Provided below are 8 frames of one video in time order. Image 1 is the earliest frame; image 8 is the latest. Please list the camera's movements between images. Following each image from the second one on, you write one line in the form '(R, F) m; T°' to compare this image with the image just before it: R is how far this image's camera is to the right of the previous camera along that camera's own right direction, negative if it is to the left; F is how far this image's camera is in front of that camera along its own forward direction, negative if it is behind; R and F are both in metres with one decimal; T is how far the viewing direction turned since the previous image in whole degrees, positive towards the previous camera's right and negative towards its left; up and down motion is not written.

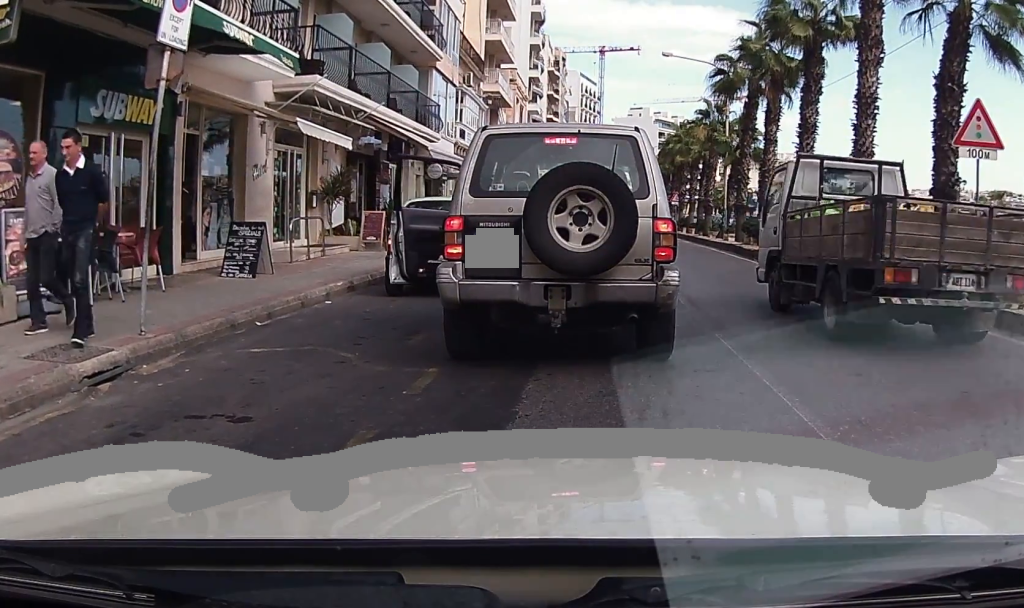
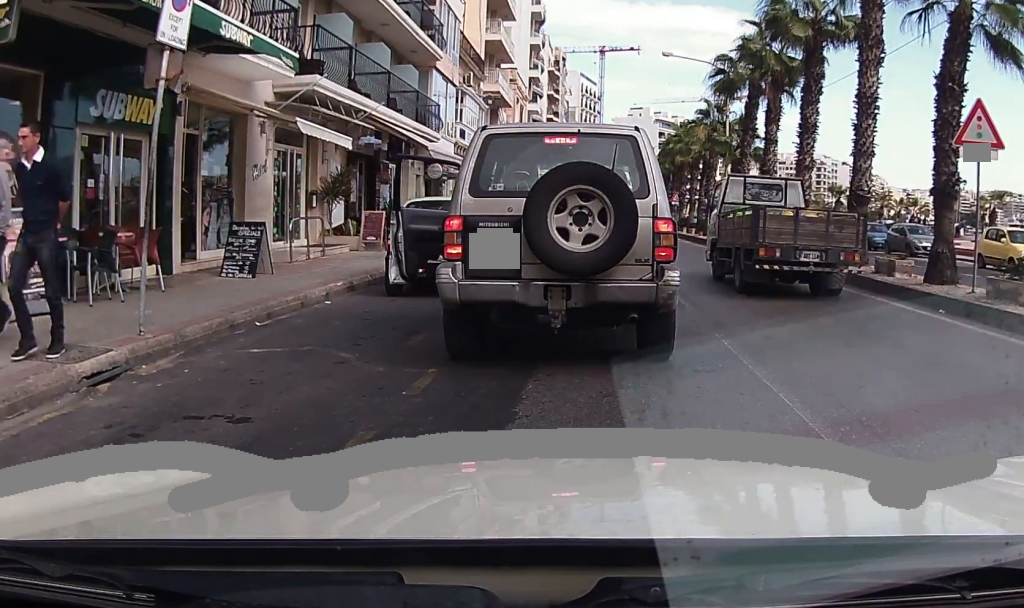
(-0.1, +0.1) m; 0°
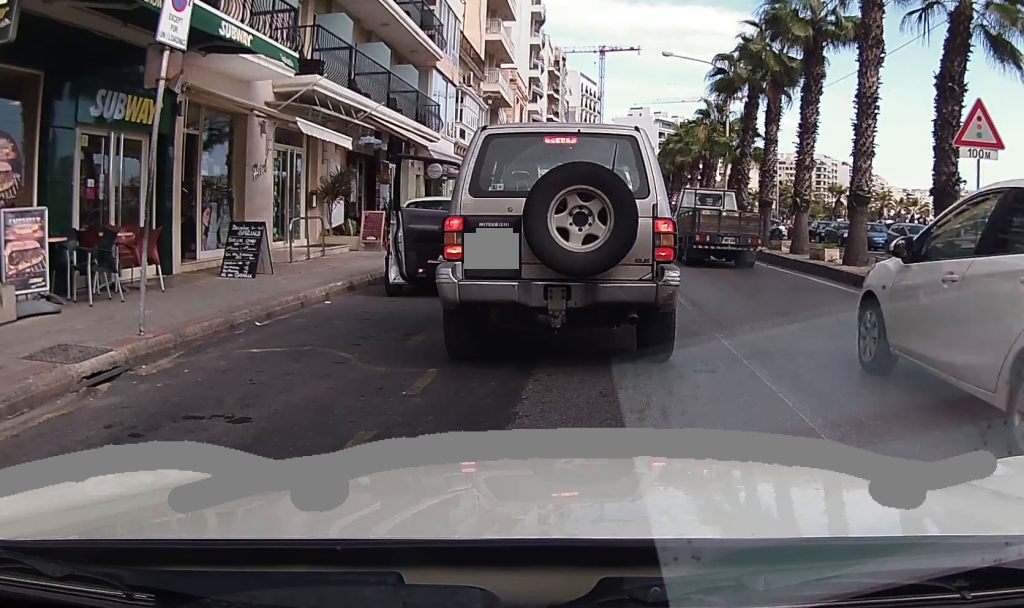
(0.0, 0.0) m; 0°
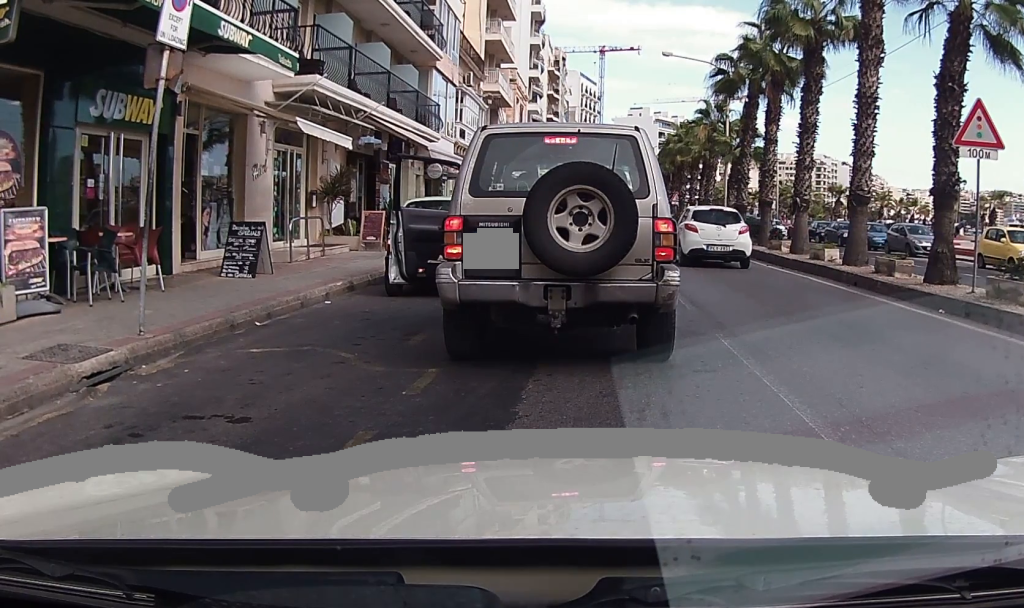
(0.0, 0.0) m; 0°
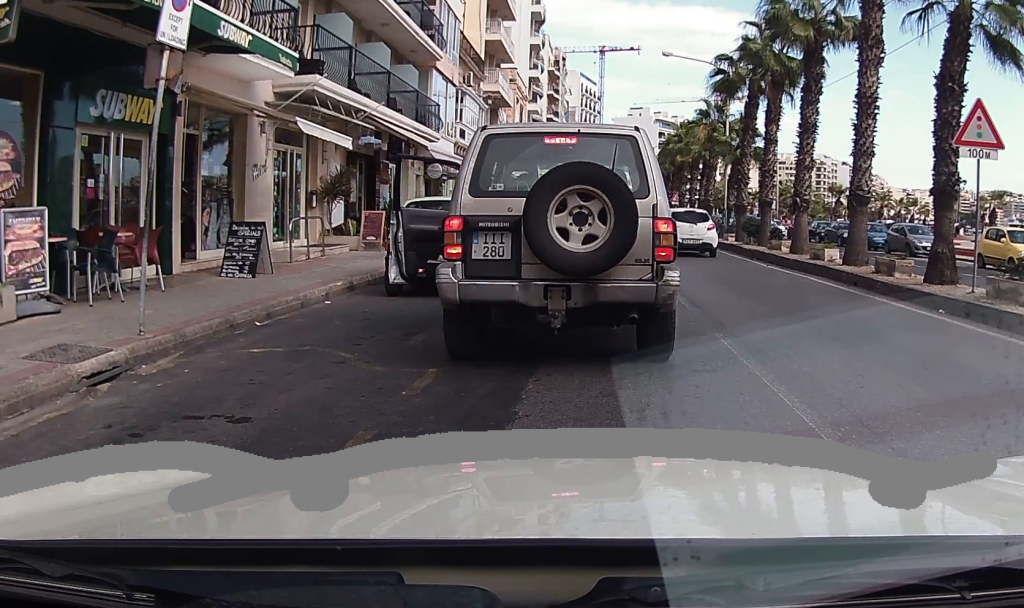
(0.0, 0.0) m; 0°
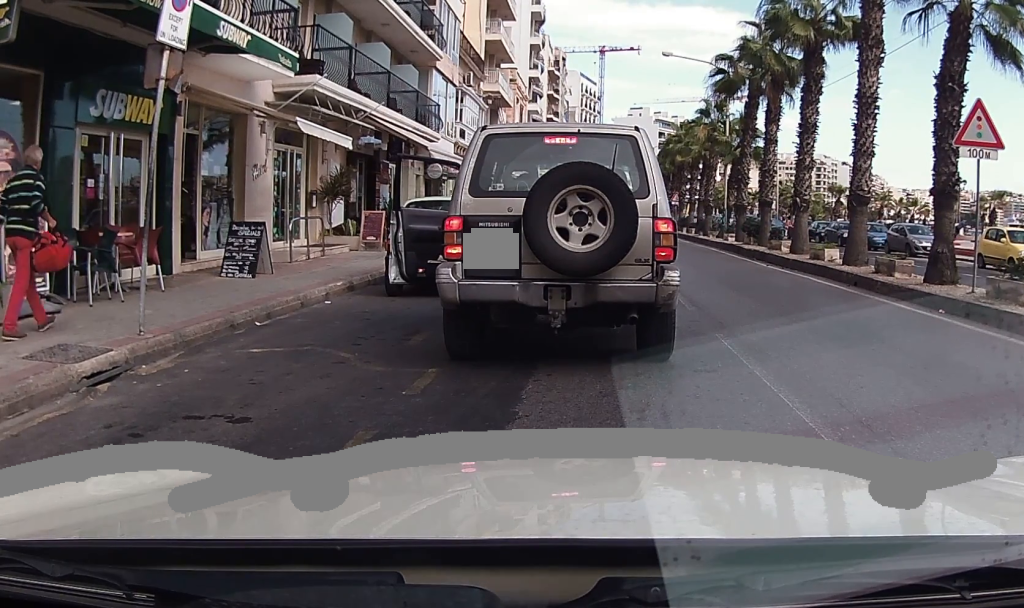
(0.0, 0.0) m; 0°
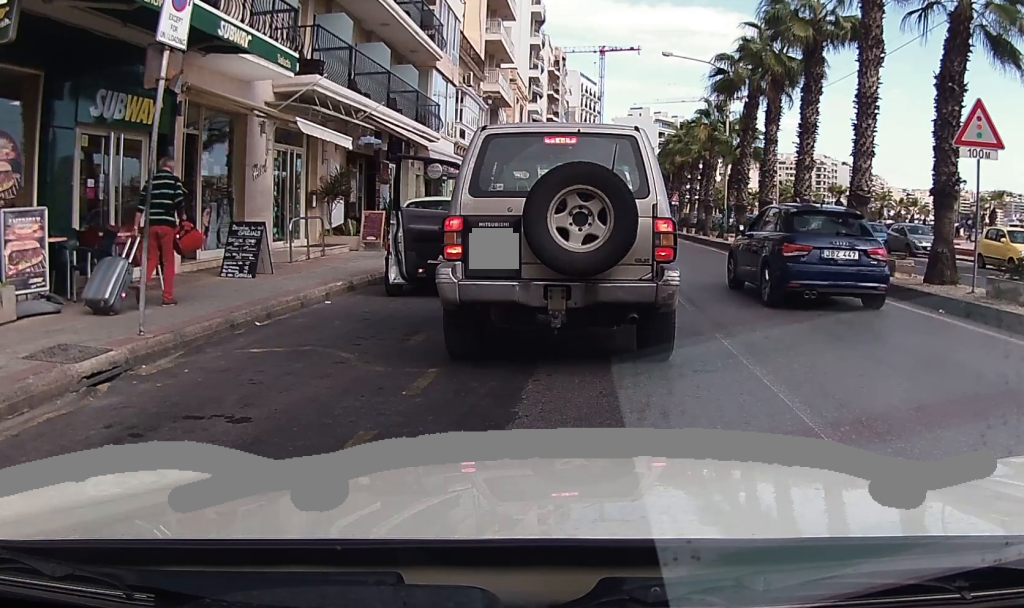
(0.0, +0.2) m; 0°
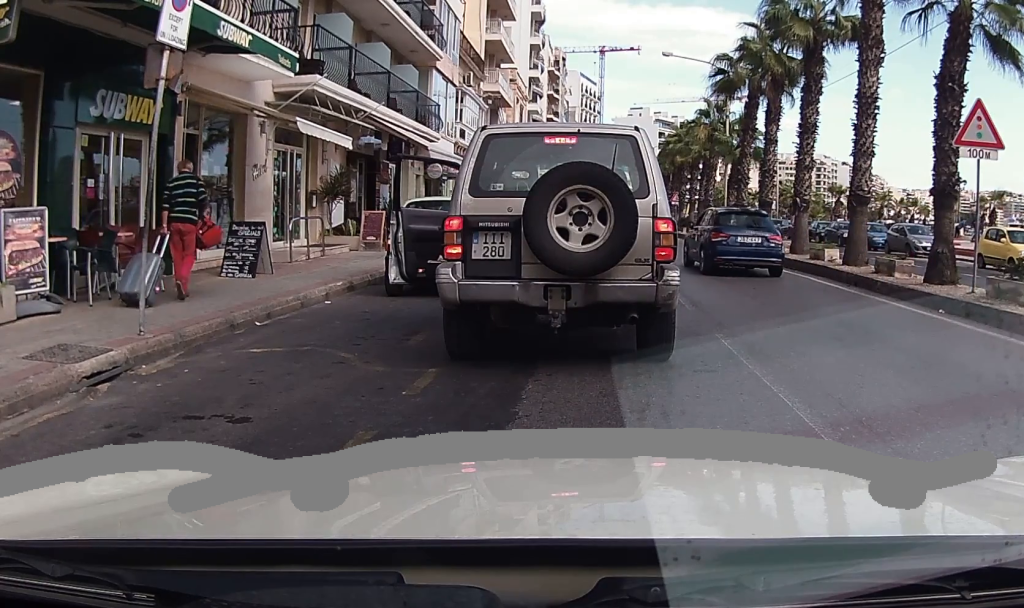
(0.0, 0.0) m; 0°
